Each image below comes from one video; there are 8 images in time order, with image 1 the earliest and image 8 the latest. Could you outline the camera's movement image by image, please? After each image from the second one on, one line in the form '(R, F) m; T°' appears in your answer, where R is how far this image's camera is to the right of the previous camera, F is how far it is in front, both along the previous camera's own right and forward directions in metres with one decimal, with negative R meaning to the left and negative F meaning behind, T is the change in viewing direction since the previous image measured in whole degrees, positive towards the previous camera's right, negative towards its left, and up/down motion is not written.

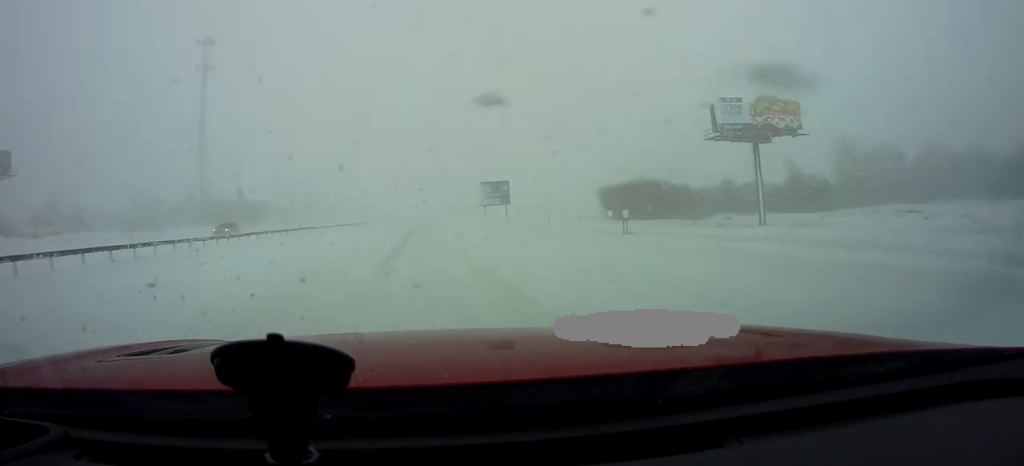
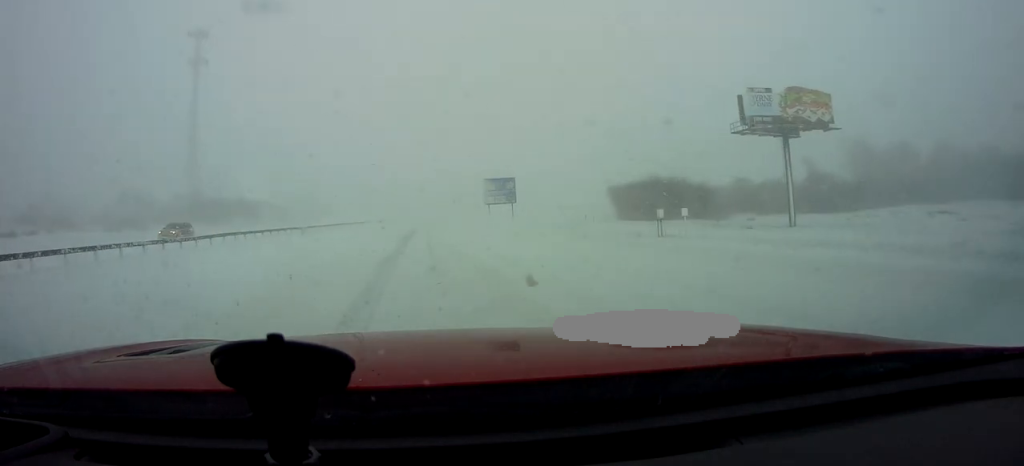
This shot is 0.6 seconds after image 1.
(+0.2, +6.0) m; -2°
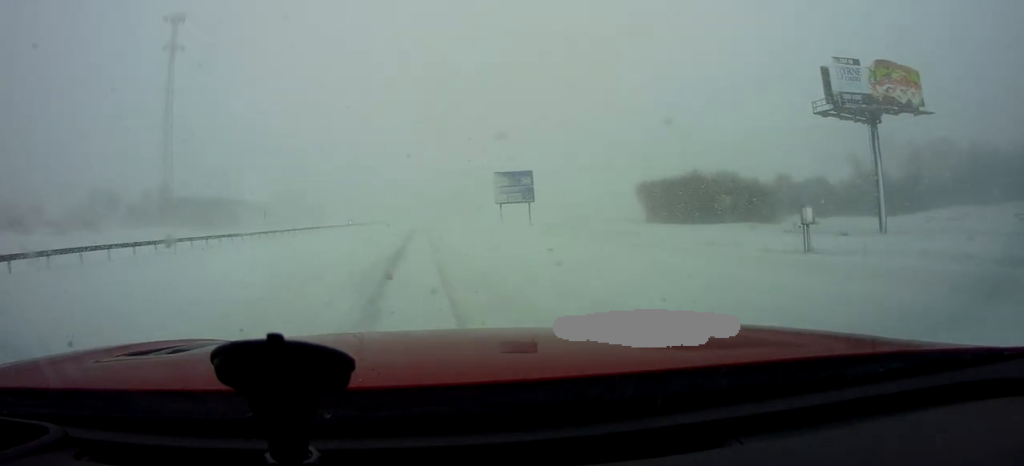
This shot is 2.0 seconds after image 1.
(-0.7, +13.2) m; -2°
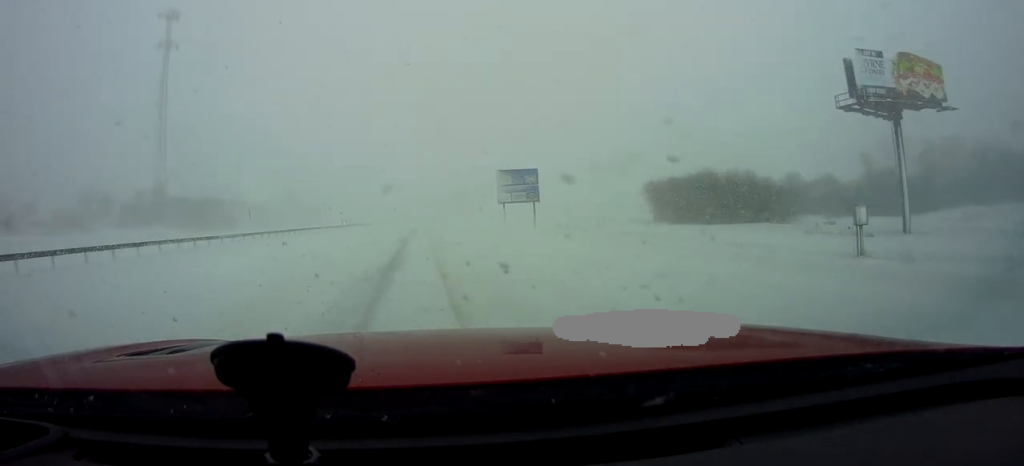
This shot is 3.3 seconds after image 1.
(+0.4, +11.6) m; +3°
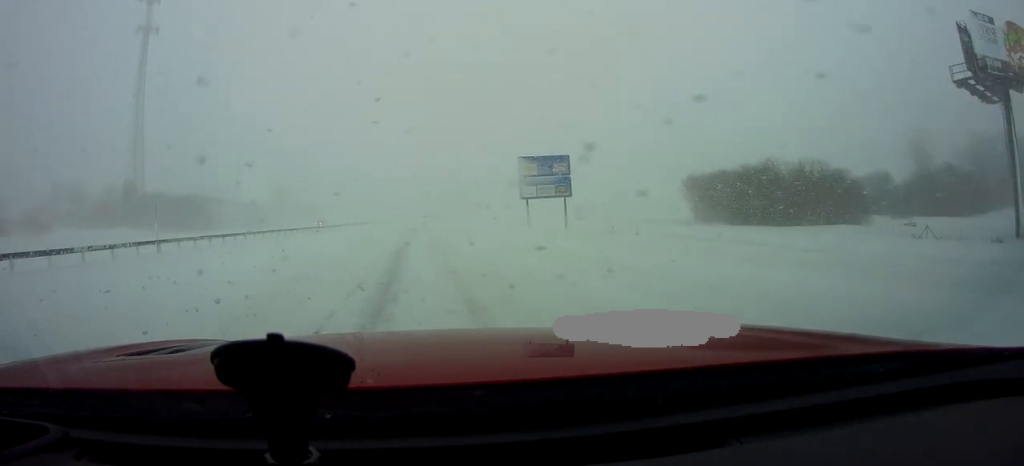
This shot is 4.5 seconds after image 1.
(+0.1, +11.4) m; 0°
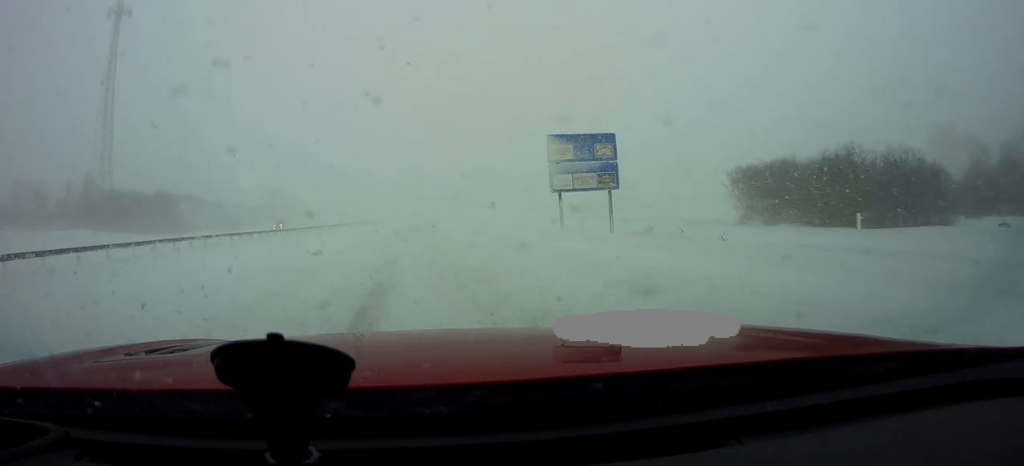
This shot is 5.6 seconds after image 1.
(0.0, +11.9) m; 0°
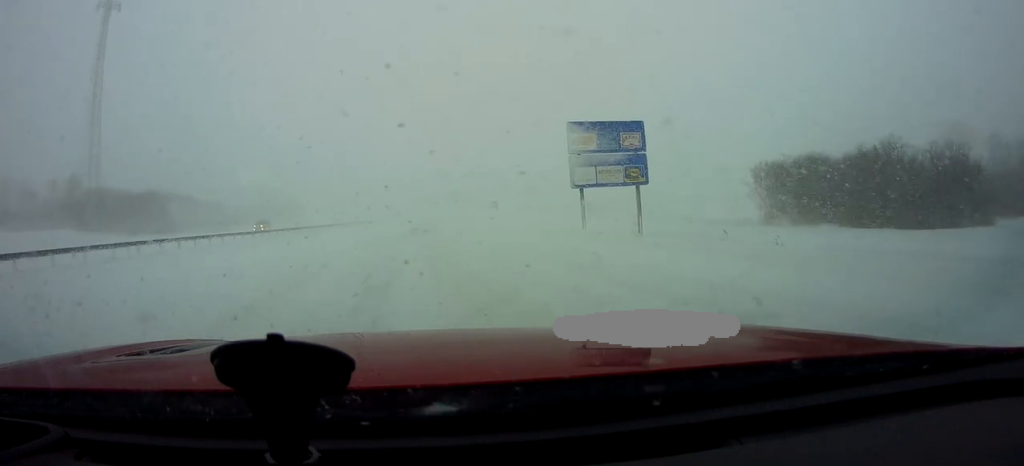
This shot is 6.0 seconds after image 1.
(0.0, +4.7) m; 0°
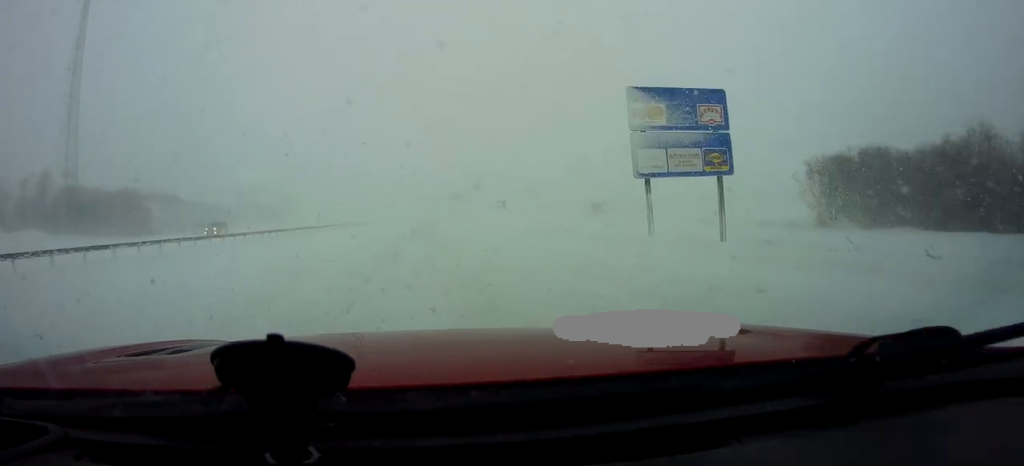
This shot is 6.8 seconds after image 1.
(0.0, +8.8) m; +1°
